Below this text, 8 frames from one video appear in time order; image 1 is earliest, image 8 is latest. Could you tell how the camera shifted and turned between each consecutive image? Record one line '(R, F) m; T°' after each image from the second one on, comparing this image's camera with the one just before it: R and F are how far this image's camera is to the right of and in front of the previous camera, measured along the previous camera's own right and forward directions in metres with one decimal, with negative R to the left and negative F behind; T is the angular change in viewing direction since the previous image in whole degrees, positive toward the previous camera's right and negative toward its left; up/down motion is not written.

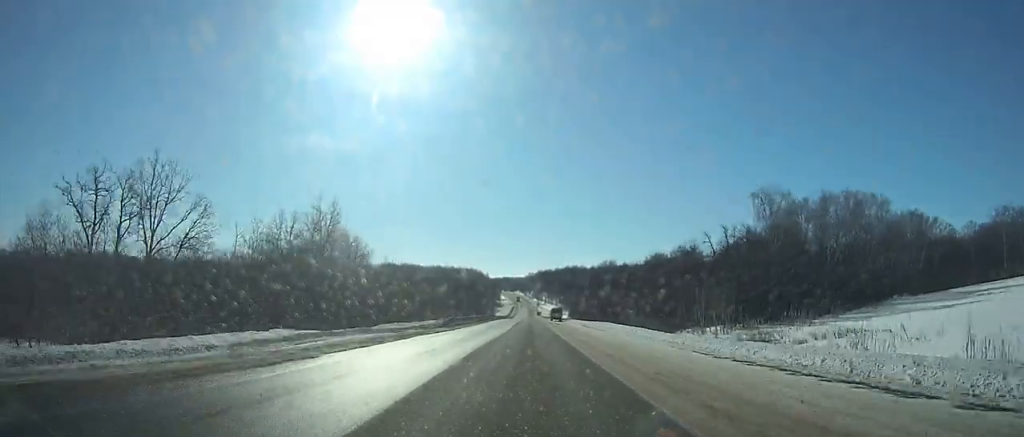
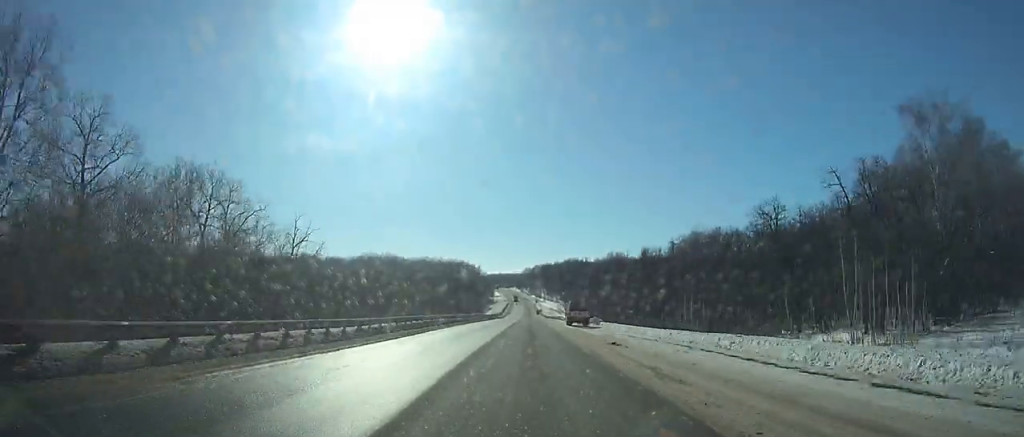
(+0.1, +47.9) m; 0°
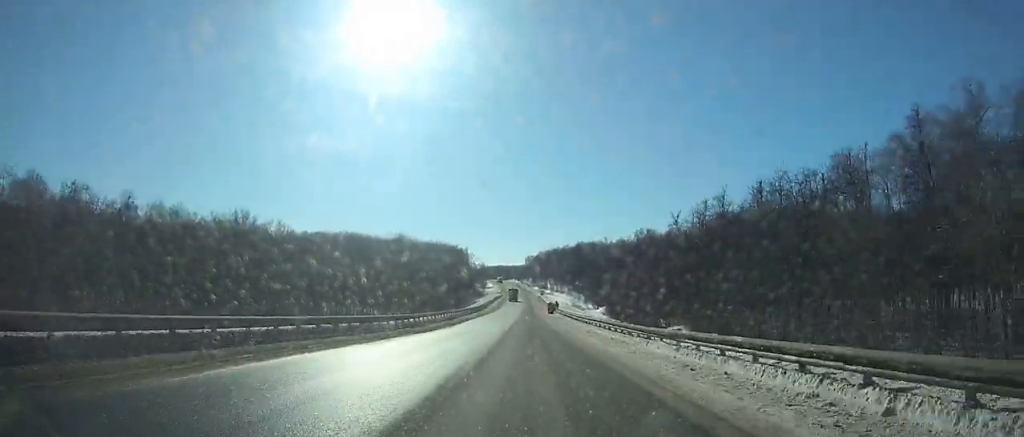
(0.0, +94.1) m; 0°
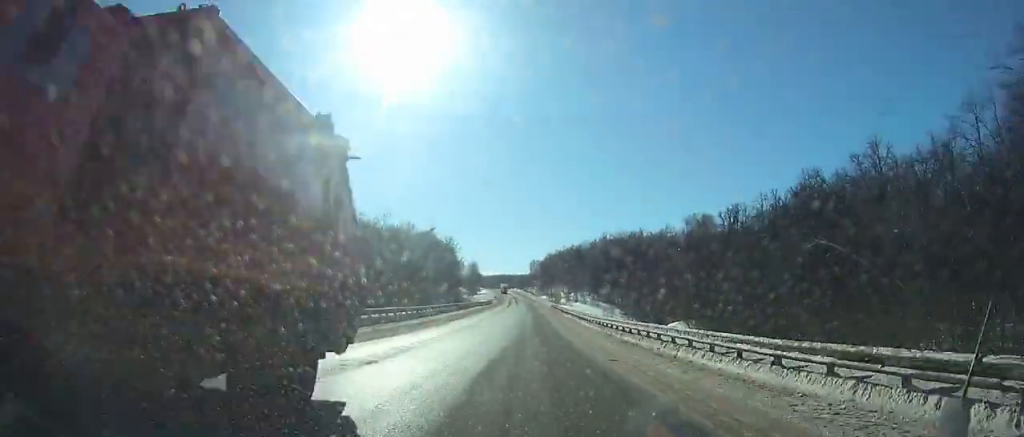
(-0.2, +83.8) m; 0°
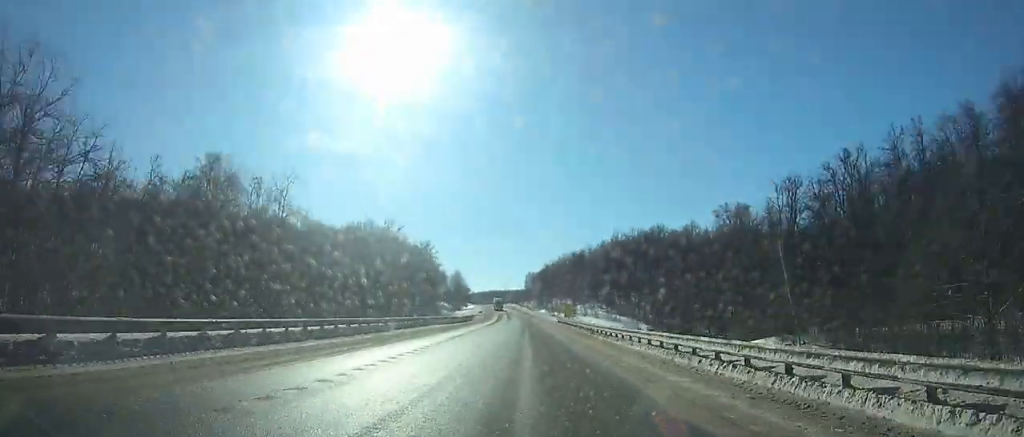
(-0.1, +40.1) m; 0°
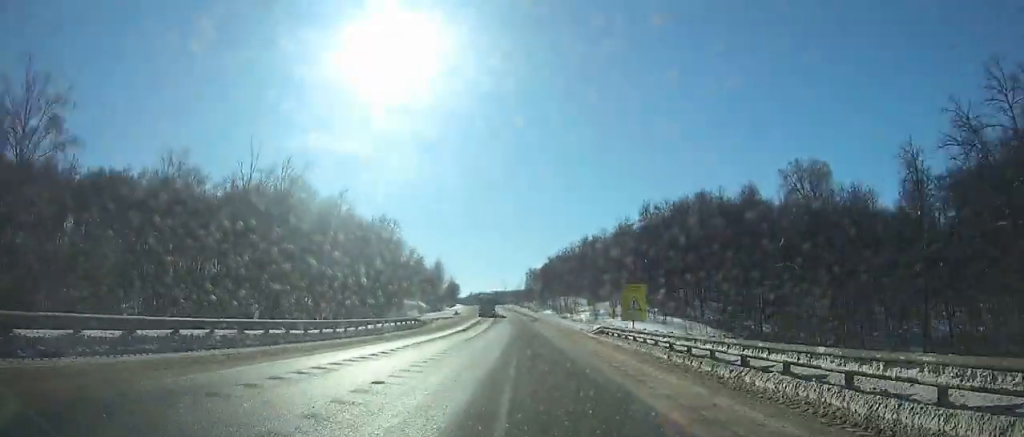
(-0.1, +46.7) m; 0°
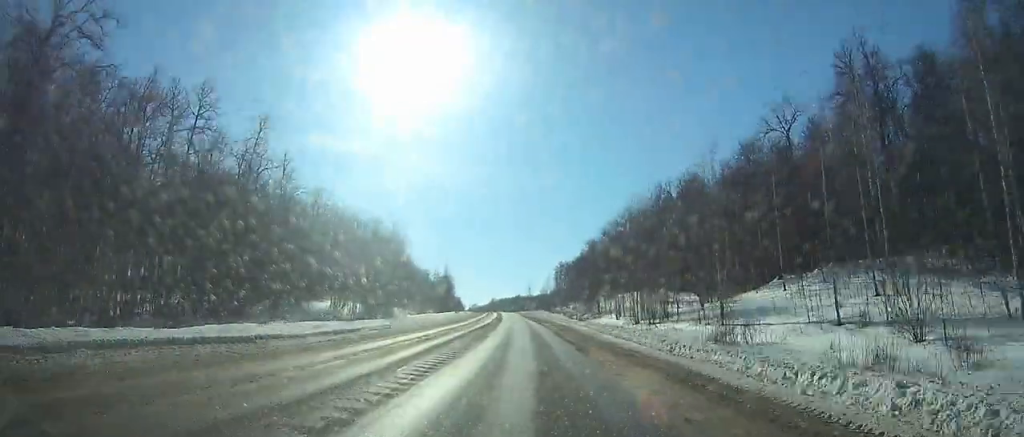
(-0.9, +82.1) m; -2°
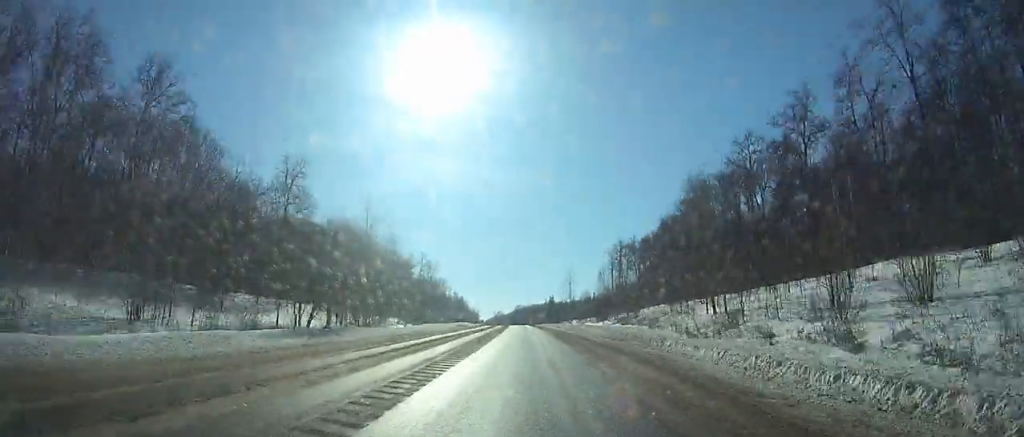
(-2.9, +100.5) m; -3°
